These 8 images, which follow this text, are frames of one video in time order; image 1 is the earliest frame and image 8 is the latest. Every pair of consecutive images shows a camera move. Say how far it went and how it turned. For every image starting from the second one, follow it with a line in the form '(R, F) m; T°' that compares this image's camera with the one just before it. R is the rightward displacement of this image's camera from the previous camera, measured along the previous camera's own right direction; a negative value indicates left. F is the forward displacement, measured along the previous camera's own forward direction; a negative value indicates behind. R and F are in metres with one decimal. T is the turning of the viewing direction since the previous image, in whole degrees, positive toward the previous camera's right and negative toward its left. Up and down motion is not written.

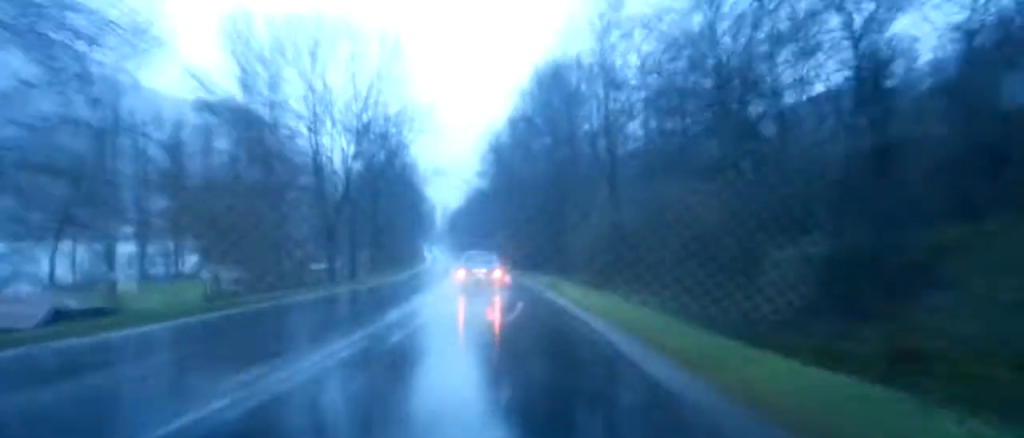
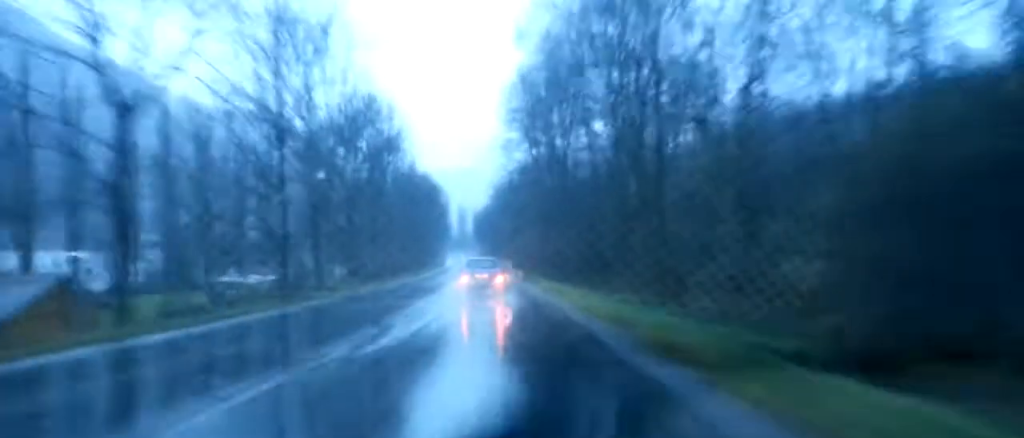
(-1.1, +32.6) m; -3°
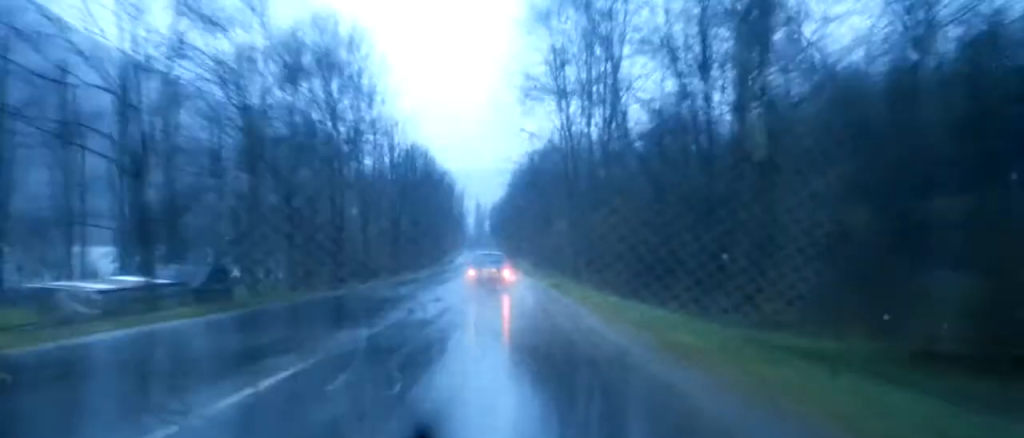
(0.0, +20.1) m; -1°
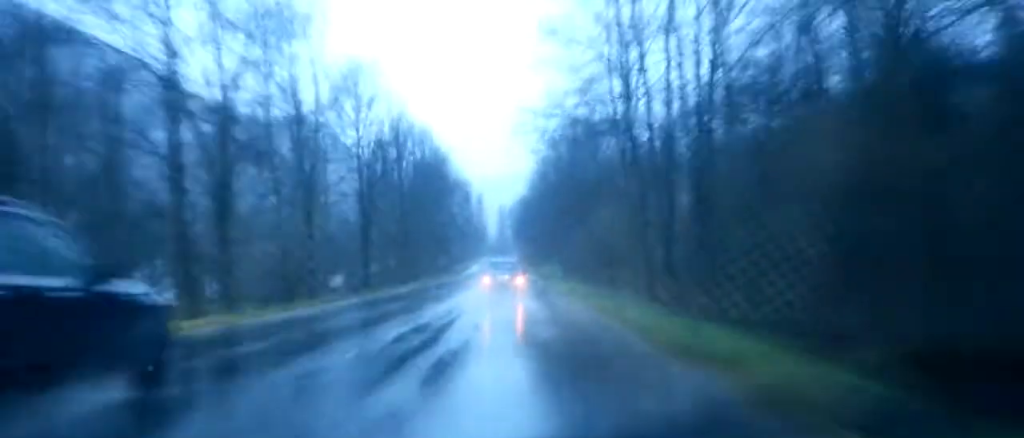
(0.0, +22.4) m; 0°
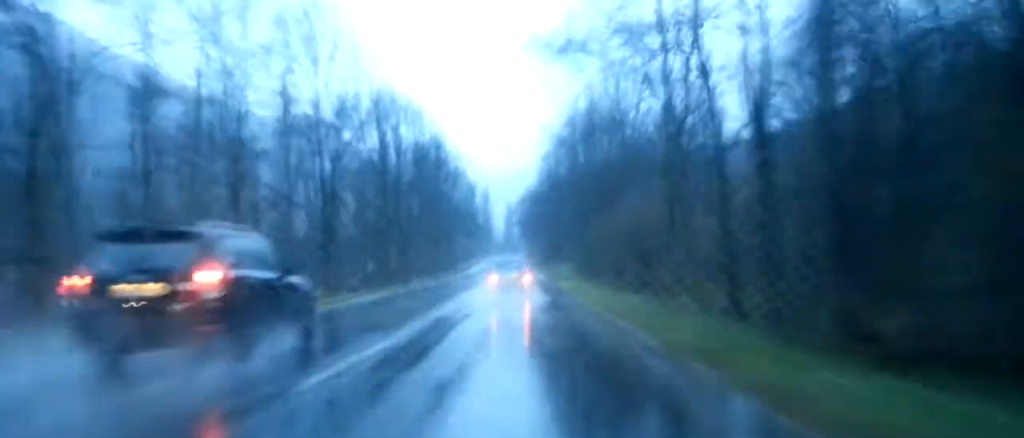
(+0.3, +11.3) m; -1°
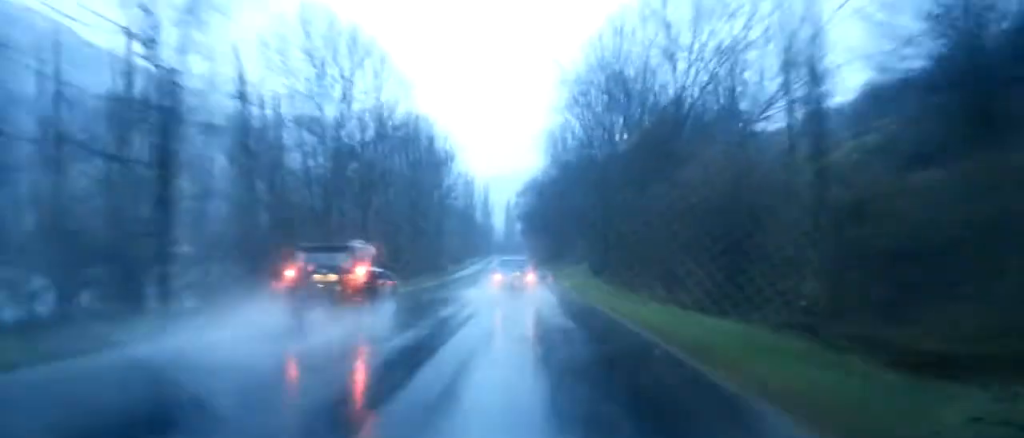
(-0.7, +16.8) m; -1°
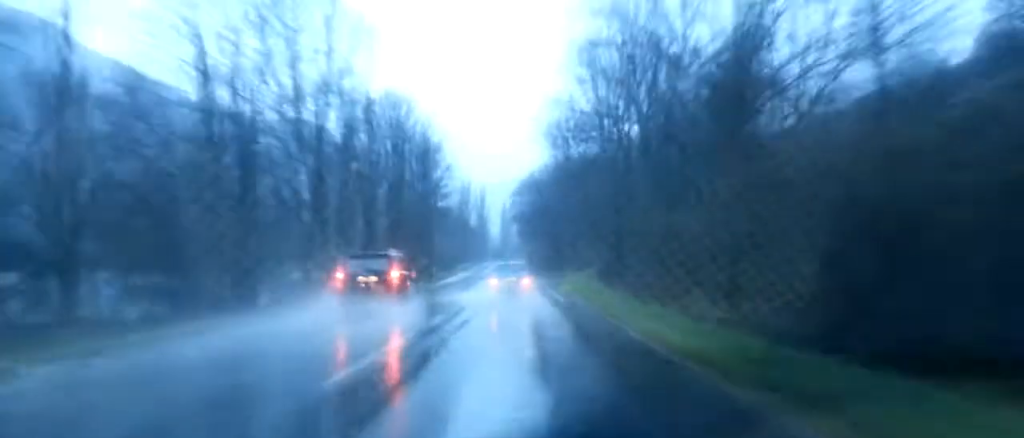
(+0.2, +10.5) m; 0°
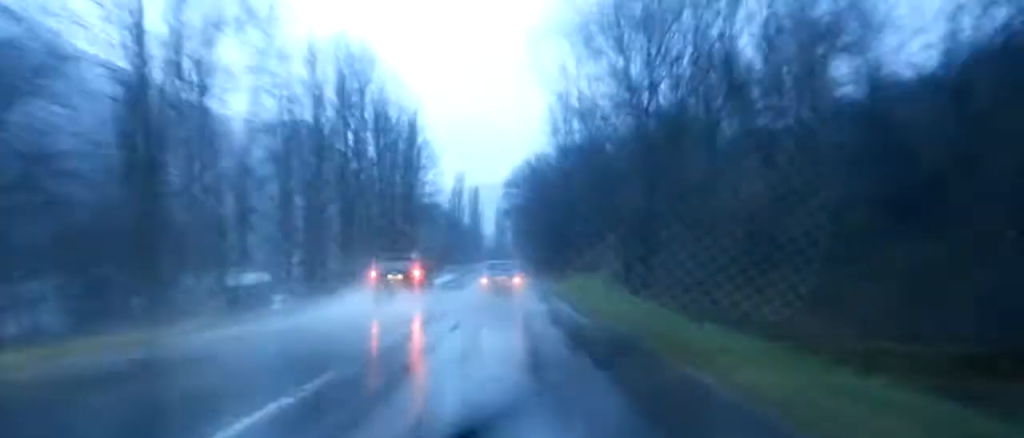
(0.0, +14.1) m; 0°
